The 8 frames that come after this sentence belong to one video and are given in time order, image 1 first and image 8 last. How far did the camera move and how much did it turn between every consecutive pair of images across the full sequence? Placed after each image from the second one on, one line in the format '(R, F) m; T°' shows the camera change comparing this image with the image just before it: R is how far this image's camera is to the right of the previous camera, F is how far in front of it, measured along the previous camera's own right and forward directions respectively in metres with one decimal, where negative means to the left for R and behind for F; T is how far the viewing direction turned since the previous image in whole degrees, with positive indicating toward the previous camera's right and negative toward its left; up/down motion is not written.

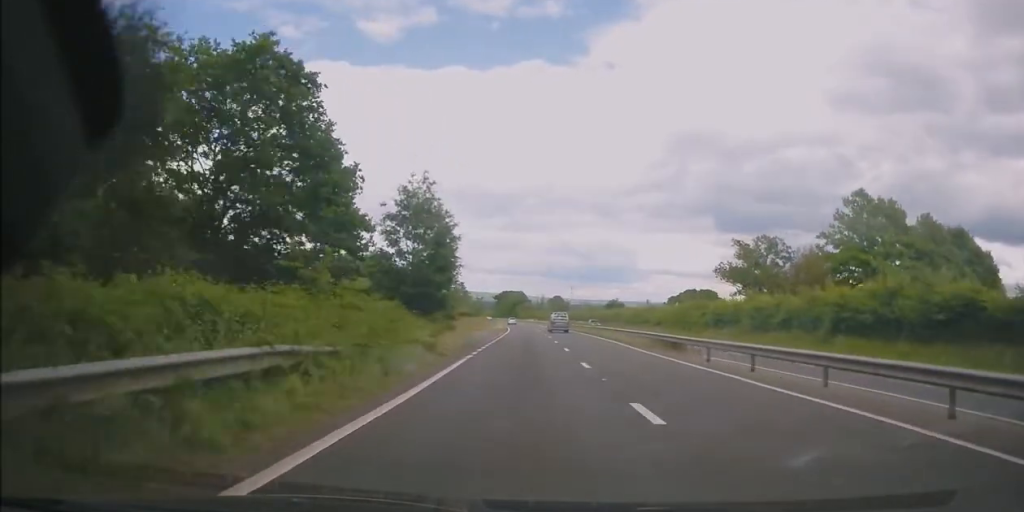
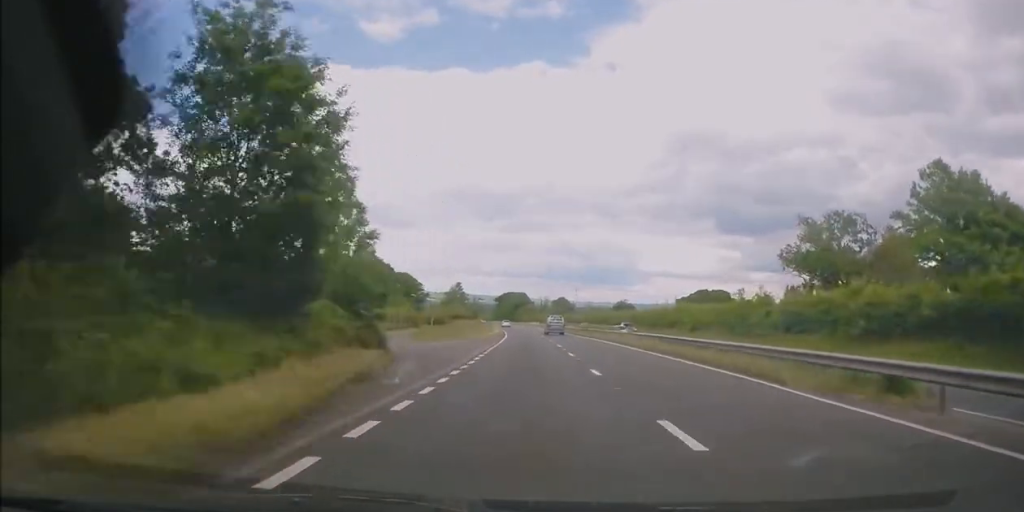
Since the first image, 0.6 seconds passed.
(-0.1, +18.6) m; 0°
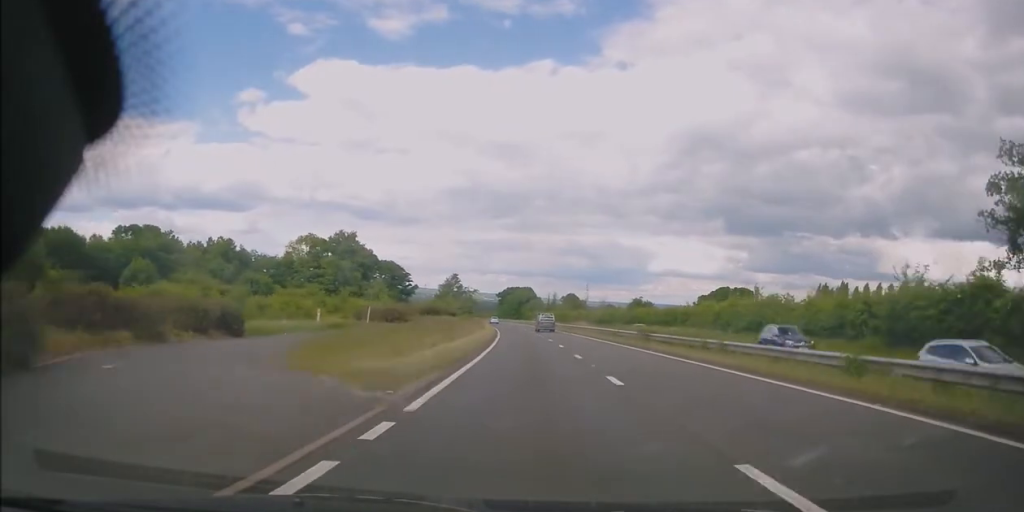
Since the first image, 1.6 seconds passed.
(-0.3, +28.4) m; -1°
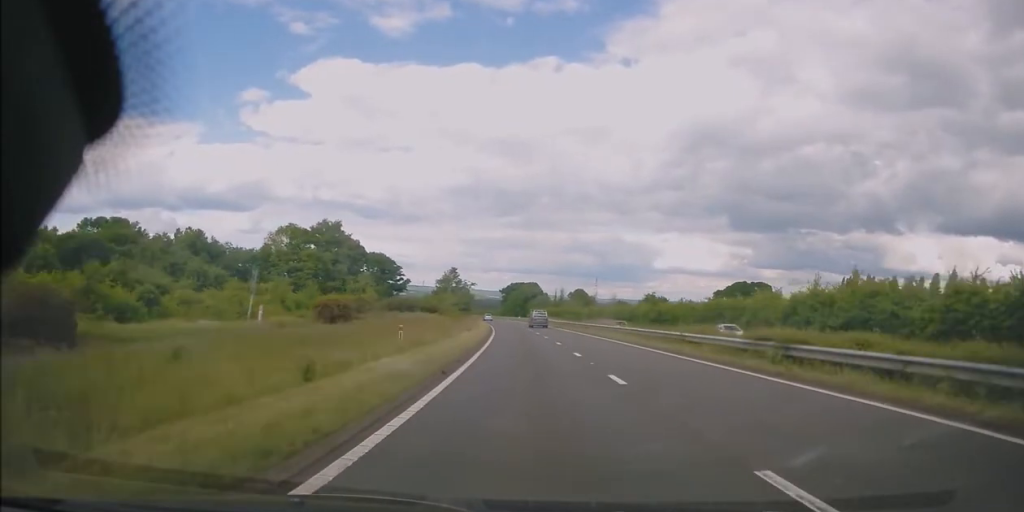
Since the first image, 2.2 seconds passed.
(0.0, +17.6) m; -1°
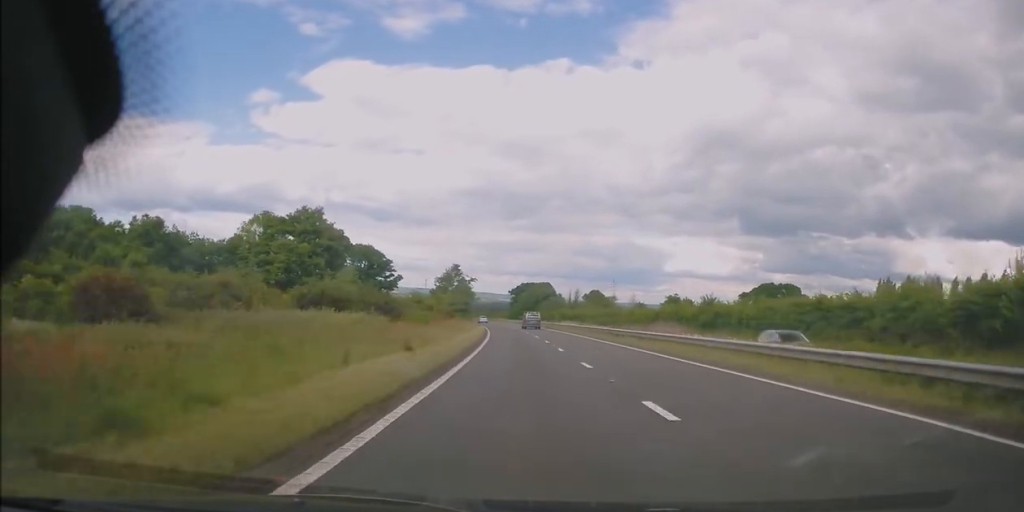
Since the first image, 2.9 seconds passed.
(-0.2, +21.4) m; -1°
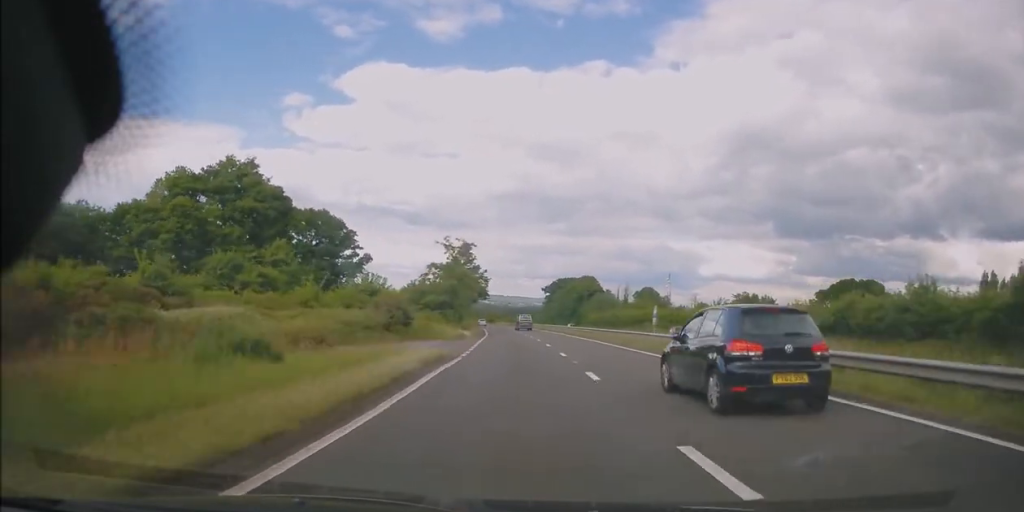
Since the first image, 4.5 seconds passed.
(-1.2, +46.3) m; -3°
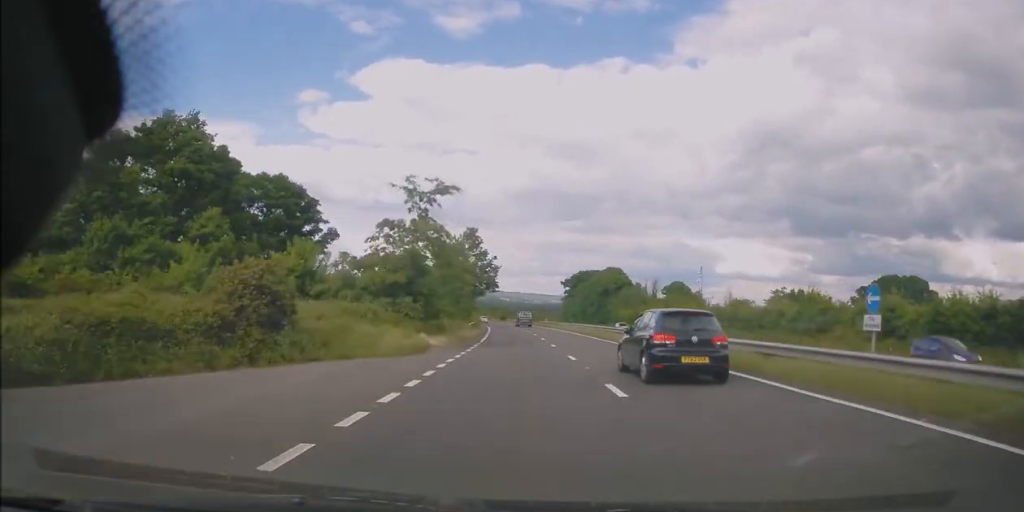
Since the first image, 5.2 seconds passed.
(-0.1, +20.1) m; -1°
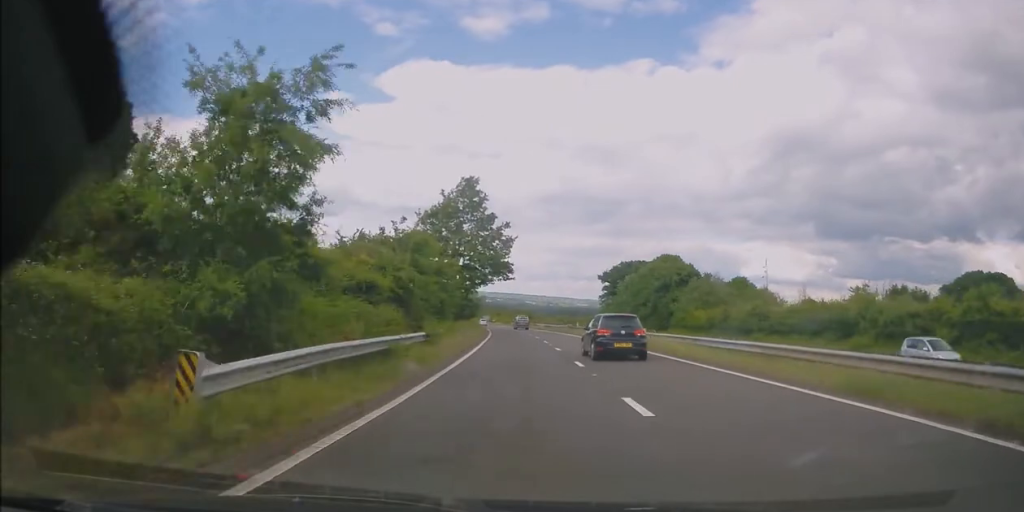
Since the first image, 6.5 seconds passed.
(-1.0, +36.2) m; -3°
